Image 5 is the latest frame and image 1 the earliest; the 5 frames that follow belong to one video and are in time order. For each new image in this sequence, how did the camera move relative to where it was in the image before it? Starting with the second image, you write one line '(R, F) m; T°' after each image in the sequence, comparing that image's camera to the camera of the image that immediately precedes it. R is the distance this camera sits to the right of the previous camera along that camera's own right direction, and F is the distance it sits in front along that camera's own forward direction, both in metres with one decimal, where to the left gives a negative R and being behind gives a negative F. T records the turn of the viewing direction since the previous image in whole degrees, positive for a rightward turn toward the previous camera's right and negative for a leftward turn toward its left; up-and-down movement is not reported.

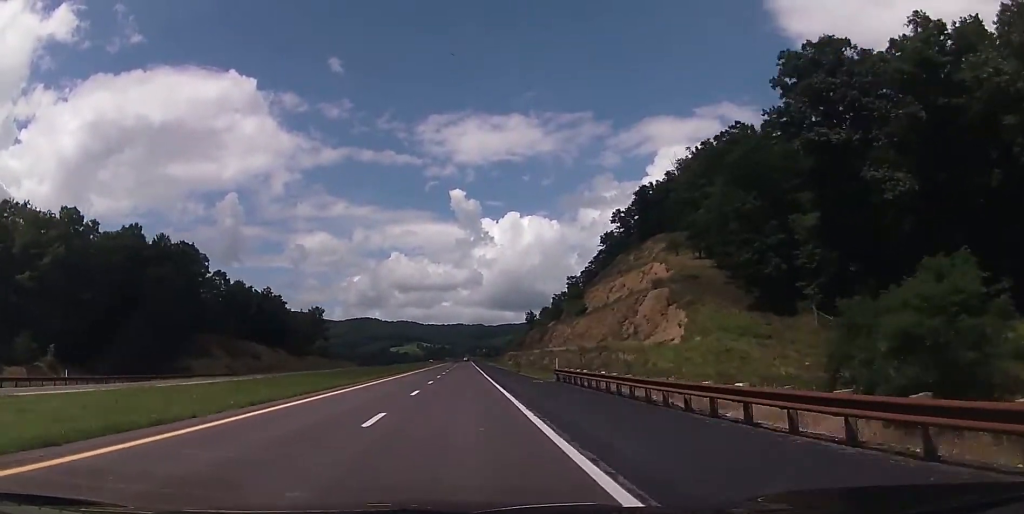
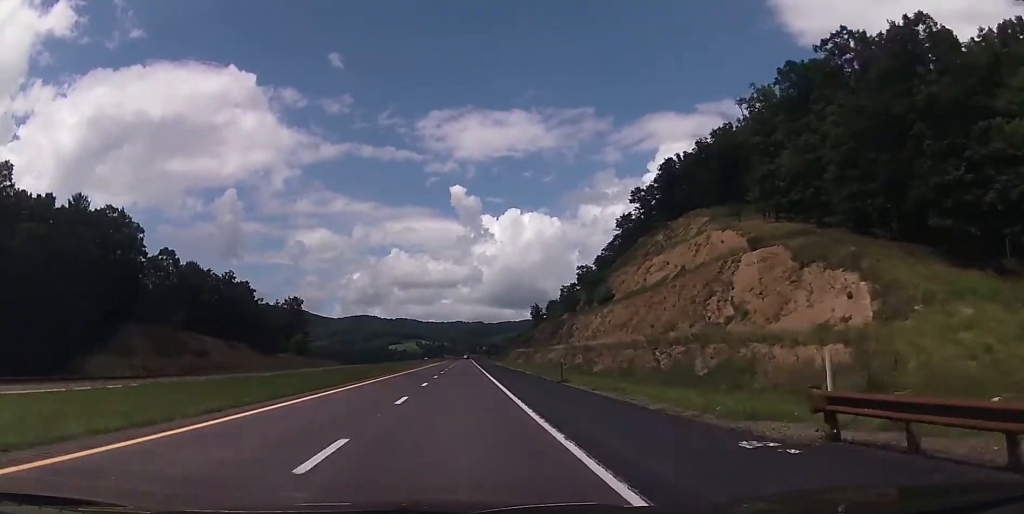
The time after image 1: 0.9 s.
(+0.3, +29.9) m; 0°
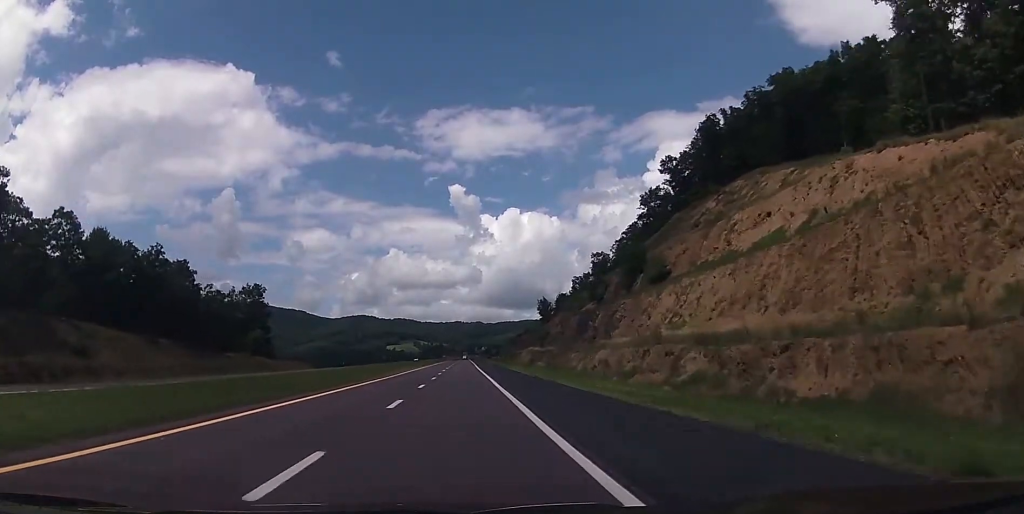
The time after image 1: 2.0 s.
(-0.2, +37.7) m; 0°
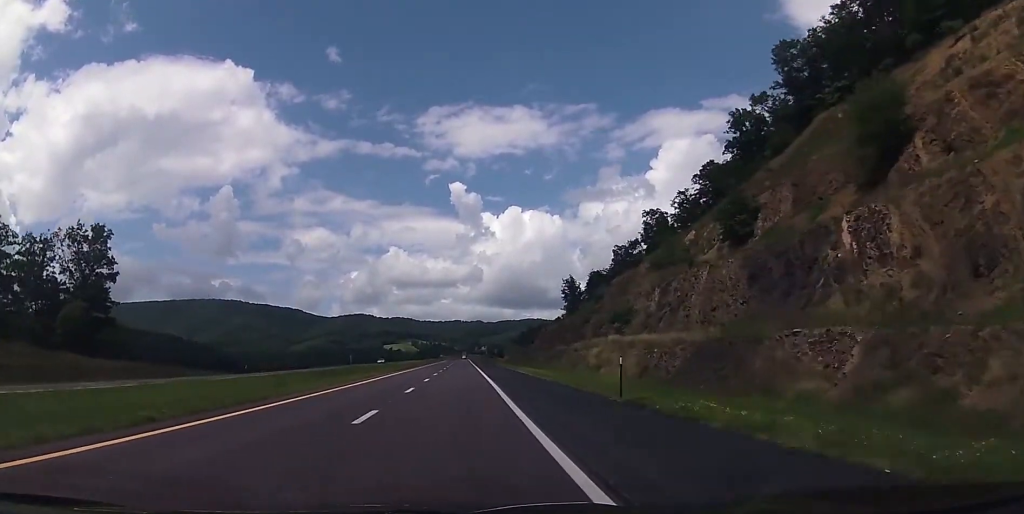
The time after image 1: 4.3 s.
(-0.1, +76.8) m; 0°
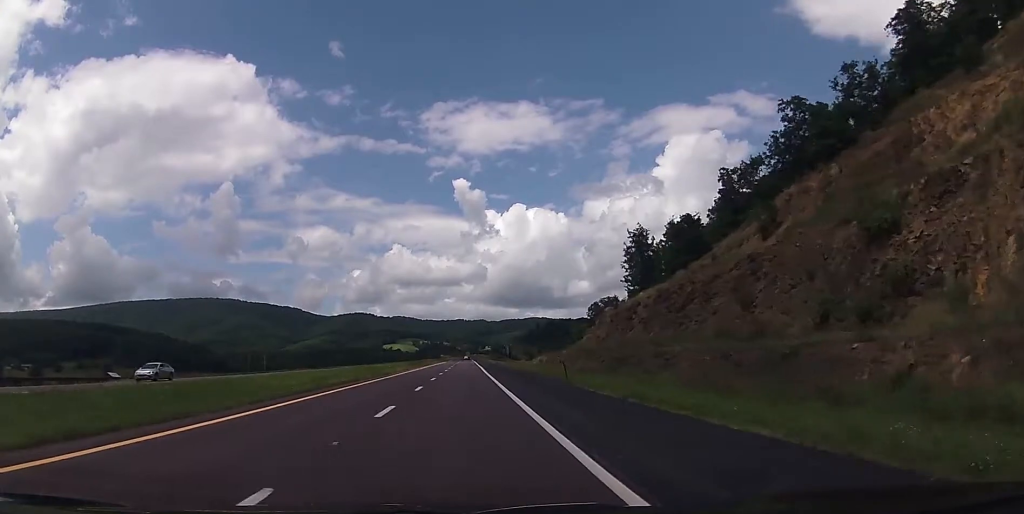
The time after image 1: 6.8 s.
(+0.1, +83.5) m; 0°
